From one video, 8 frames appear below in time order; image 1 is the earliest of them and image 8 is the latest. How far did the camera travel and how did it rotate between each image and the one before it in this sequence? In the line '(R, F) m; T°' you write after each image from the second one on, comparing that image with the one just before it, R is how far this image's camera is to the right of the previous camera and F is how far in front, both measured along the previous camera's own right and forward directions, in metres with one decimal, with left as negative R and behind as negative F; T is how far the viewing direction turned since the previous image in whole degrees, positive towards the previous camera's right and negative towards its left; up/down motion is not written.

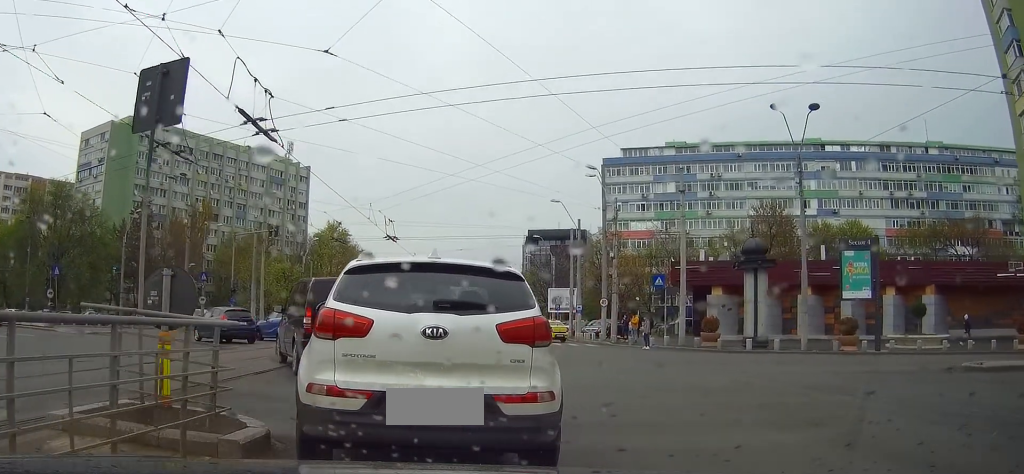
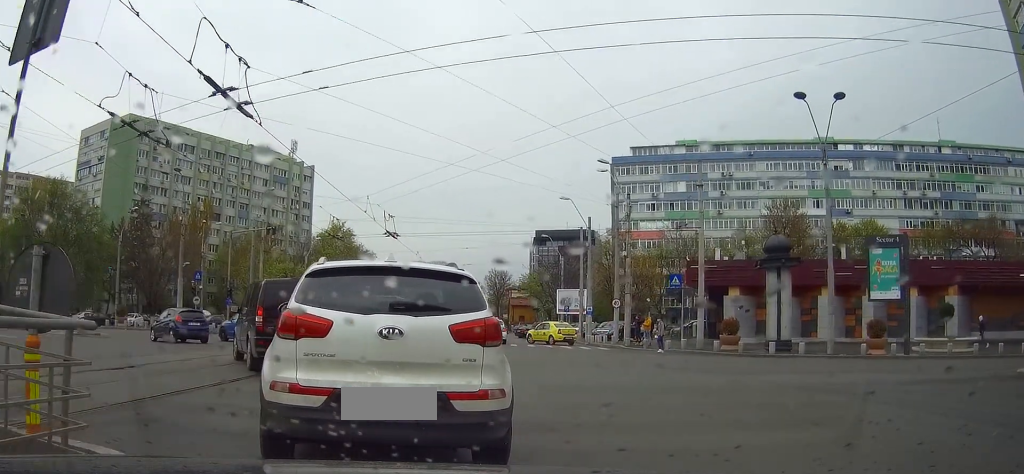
(+0.1, +2.4) m; -1°
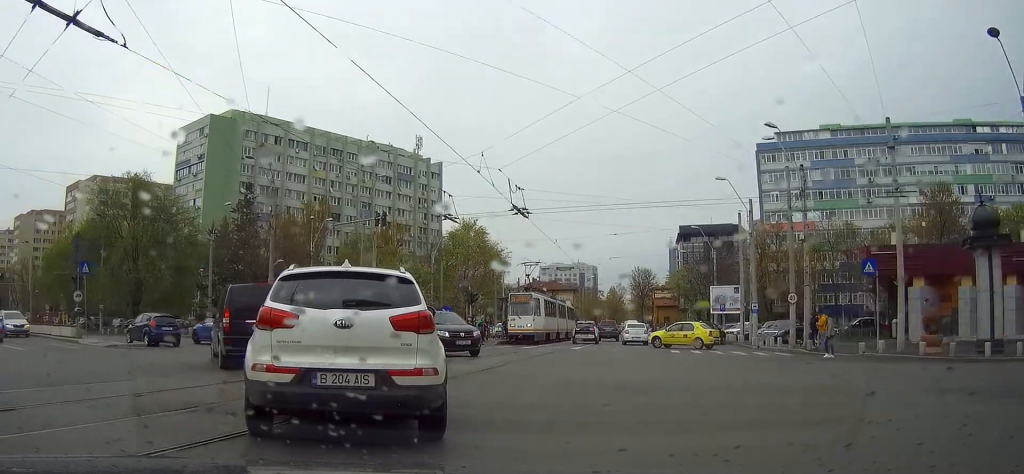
(-0.7, +7.7) m; -11°
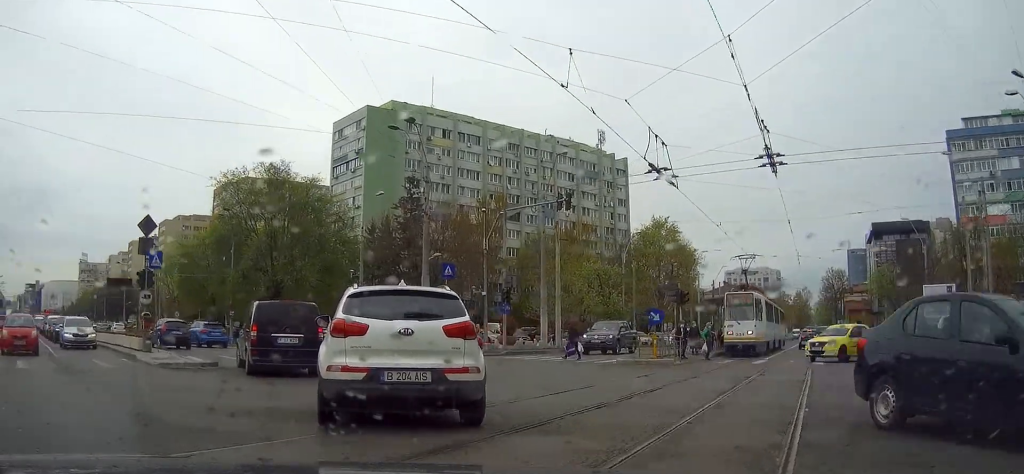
(-0.5, +9.0) m; -9°
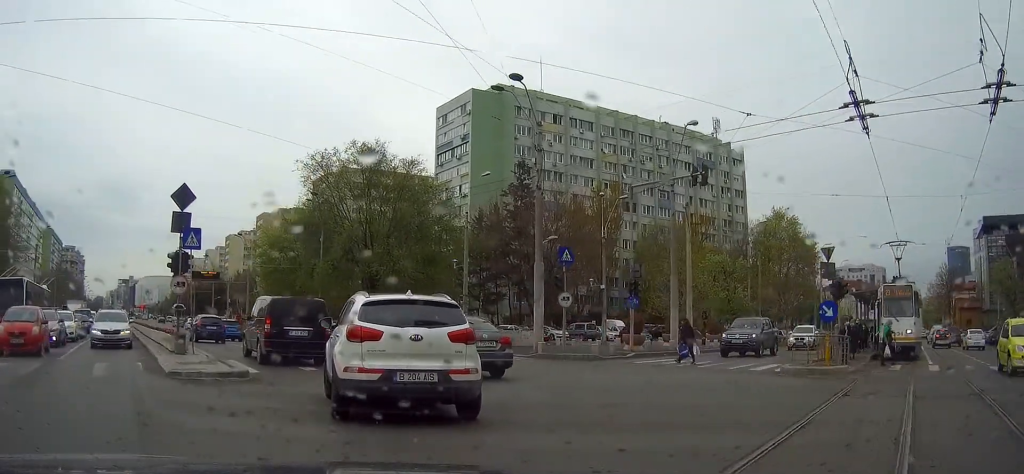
(-0.6, +5.9) m; -12°
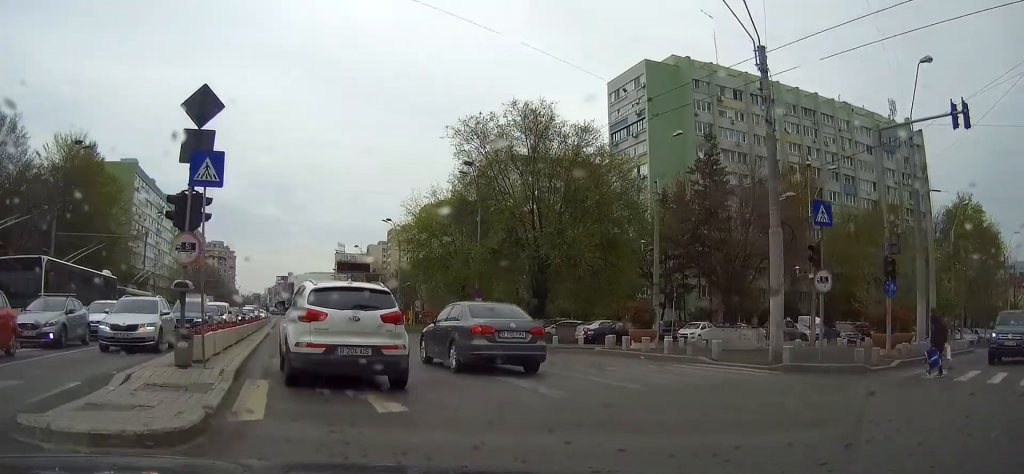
(-1.5, +9.5) m; -17°
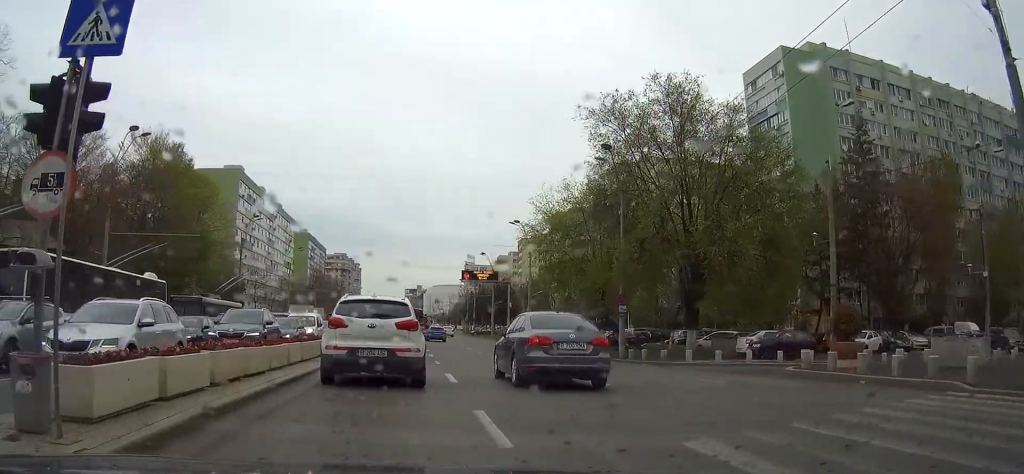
(-0.6, +7.5) m; -9°
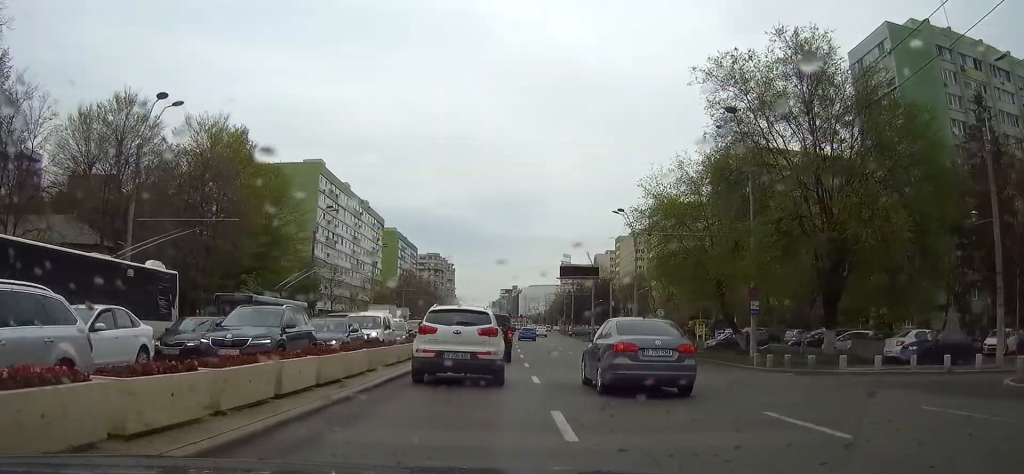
(-0.6, +7.0) m; -5°
